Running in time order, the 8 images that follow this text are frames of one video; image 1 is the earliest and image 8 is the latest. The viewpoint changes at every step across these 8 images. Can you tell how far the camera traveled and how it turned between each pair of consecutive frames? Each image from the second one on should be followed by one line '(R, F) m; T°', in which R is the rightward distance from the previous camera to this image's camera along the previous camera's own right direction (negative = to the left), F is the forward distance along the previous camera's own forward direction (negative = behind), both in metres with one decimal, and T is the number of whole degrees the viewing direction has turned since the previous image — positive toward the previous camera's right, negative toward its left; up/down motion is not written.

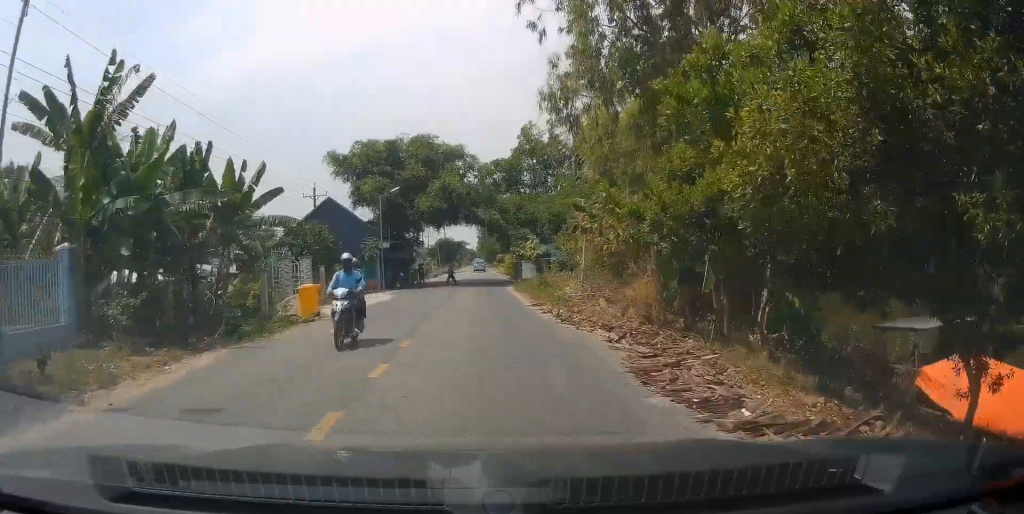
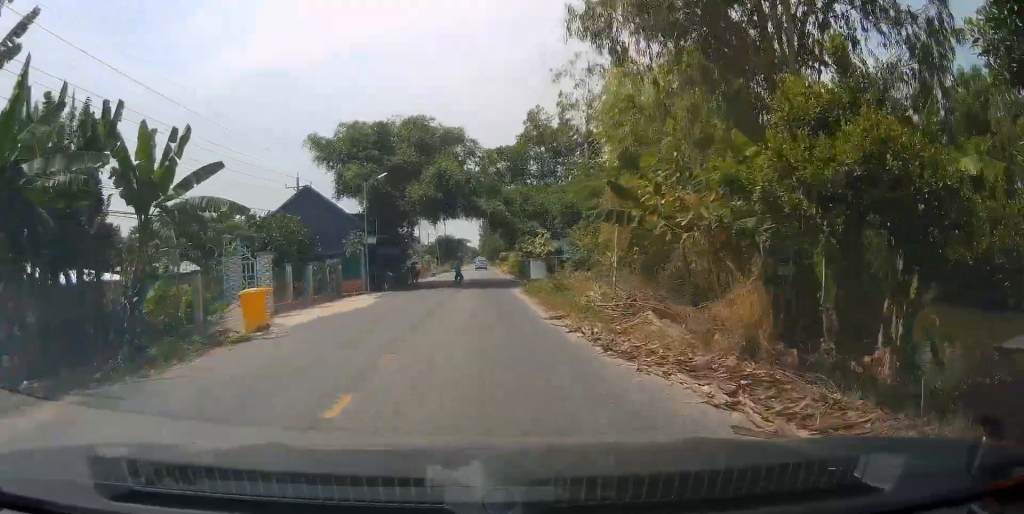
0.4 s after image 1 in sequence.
(0.0, +6.5) m; 0°
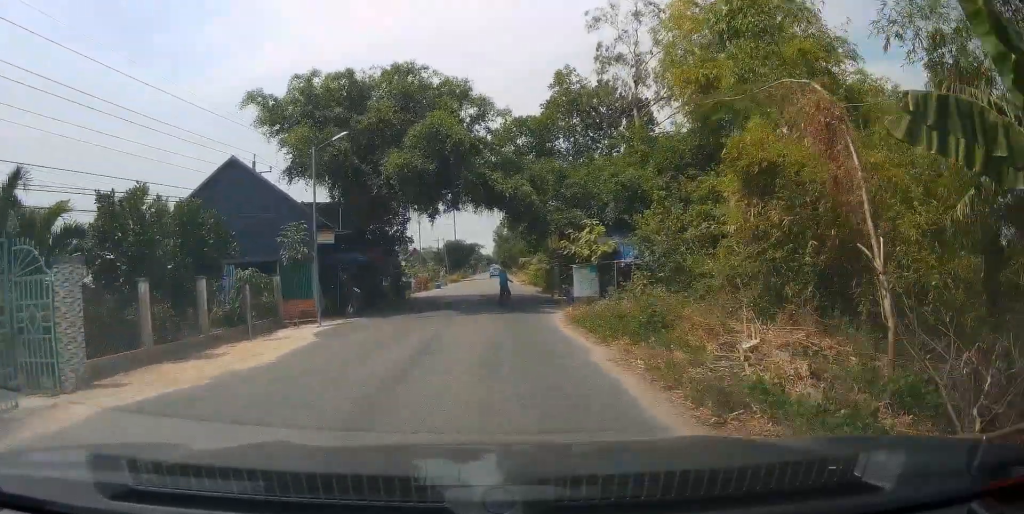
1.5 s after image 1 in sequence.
(+0.1, +14.0) m; +1°
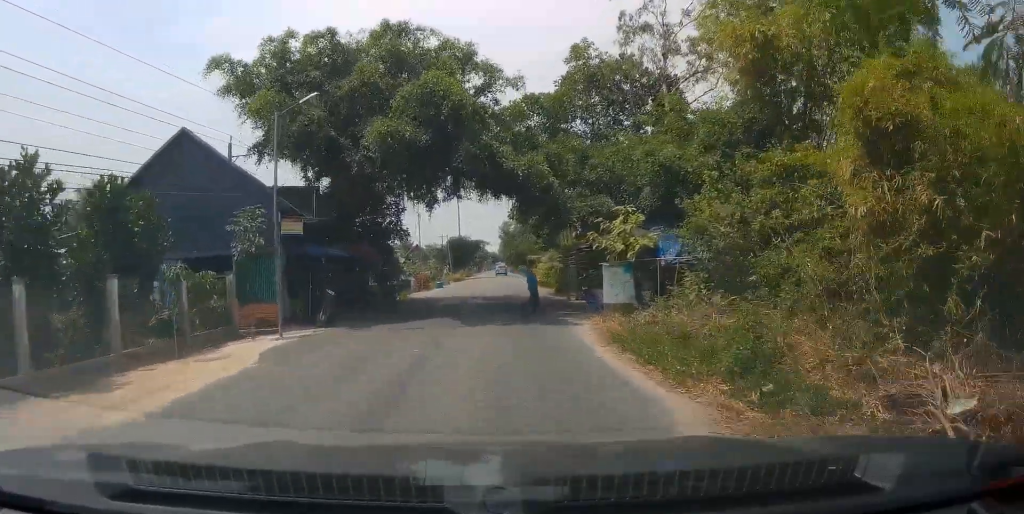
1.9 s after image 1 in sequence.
(0.0, +4.8) m; 0°
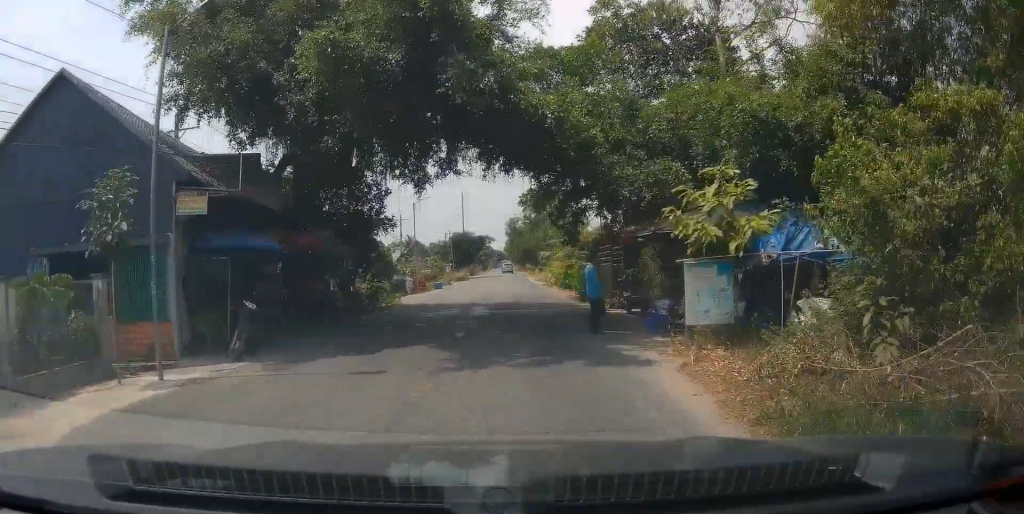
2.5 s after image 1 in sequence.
(0.0, +7.0) m; 0°
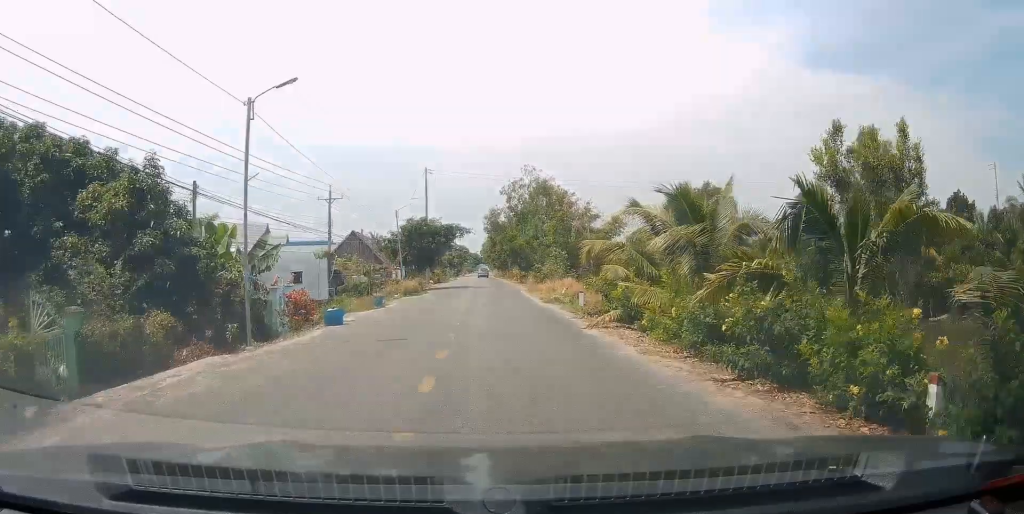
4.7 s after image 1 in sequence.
(-0.3, +24.8) m; -1°
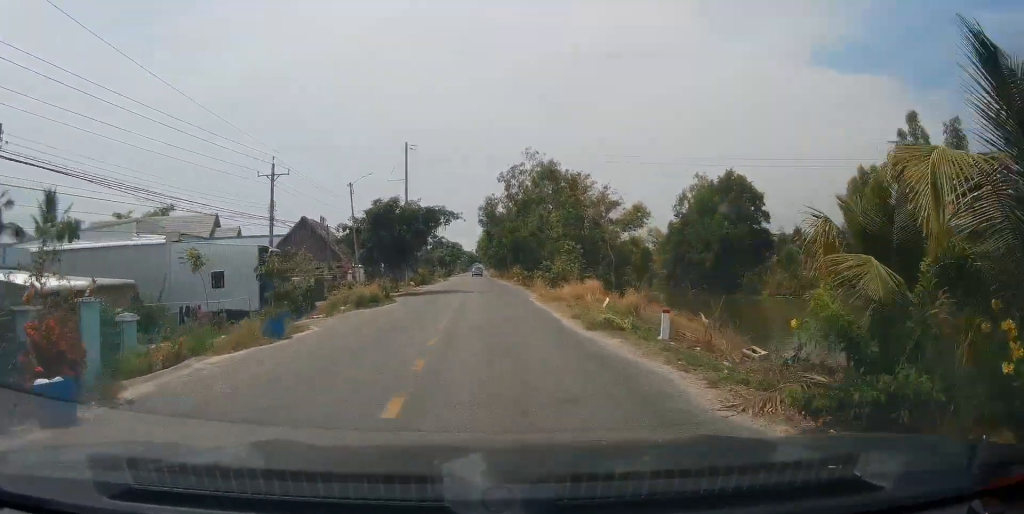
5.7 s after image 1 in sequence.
(0.0, +12.2) m; 0°
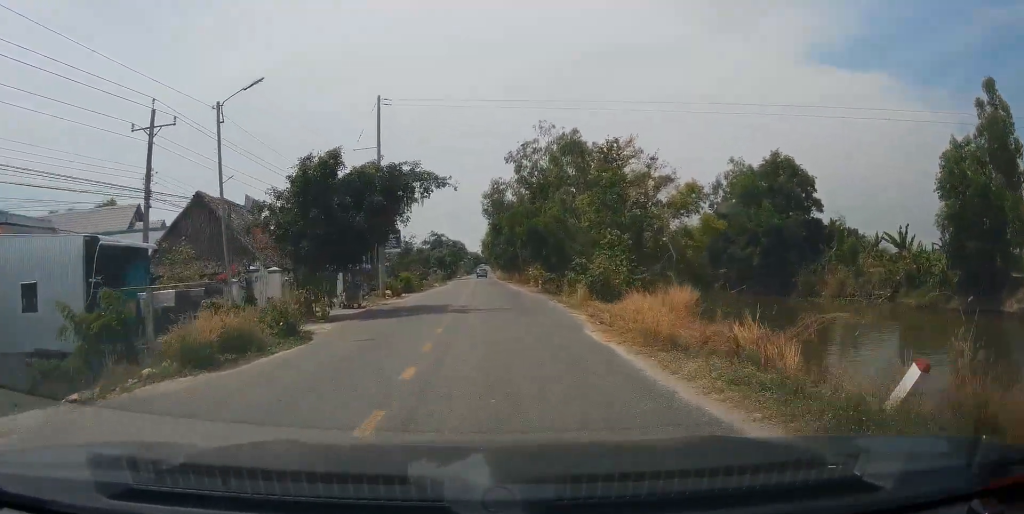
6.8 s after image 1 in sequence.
(0.0, +14.6) m; 0°
